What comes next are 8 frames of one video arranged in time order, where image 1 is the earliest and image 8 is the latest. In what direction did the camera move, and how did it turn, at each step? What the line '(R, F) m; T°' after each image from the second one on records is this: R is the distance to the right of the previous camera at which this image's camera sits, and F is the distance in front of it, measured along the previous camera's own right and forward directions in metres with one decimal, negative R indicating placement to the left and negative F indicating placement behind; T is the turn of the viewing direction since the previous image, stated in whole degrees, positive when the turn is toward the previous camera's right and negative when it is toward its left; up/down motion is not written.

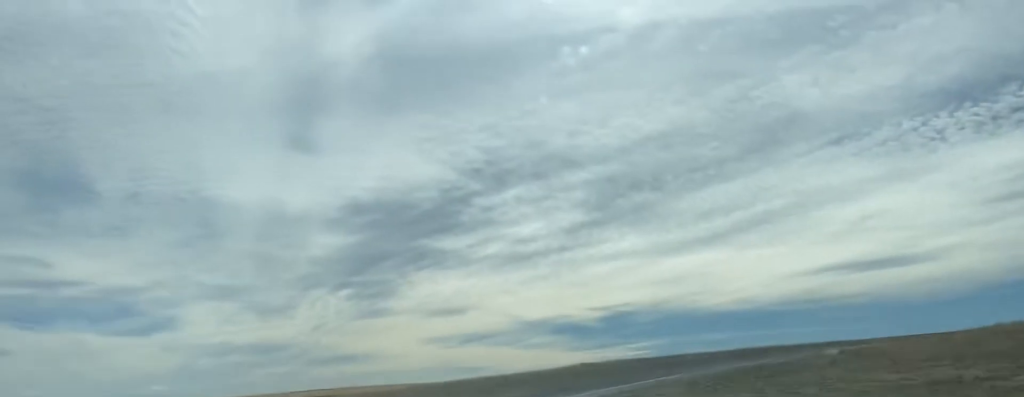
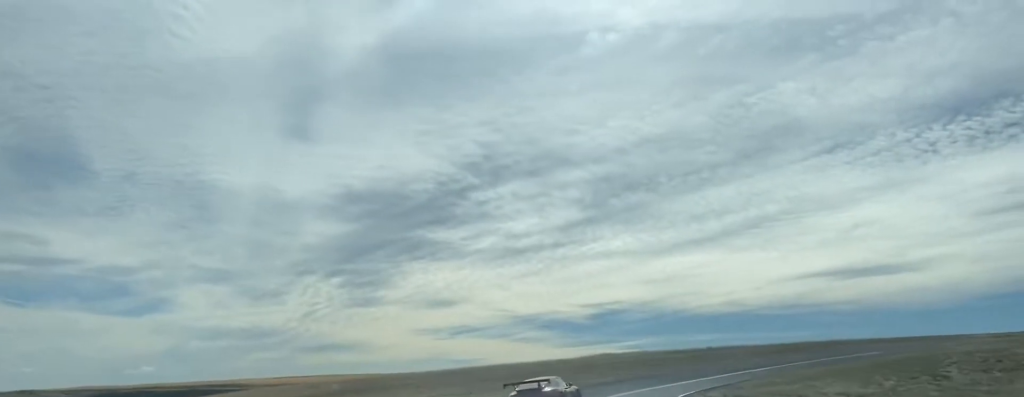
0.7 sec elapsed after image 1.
(0.0, +22.2) m; +3°
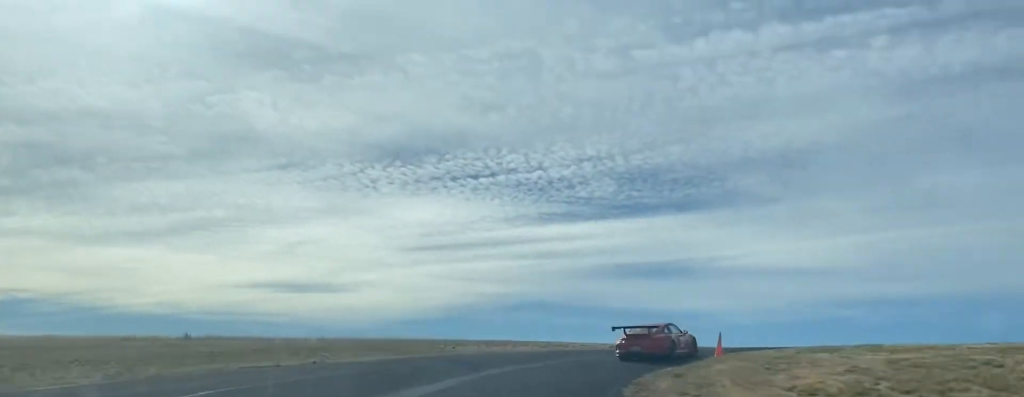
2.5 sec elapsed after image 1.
(+9.0, +45.4) m; +42°
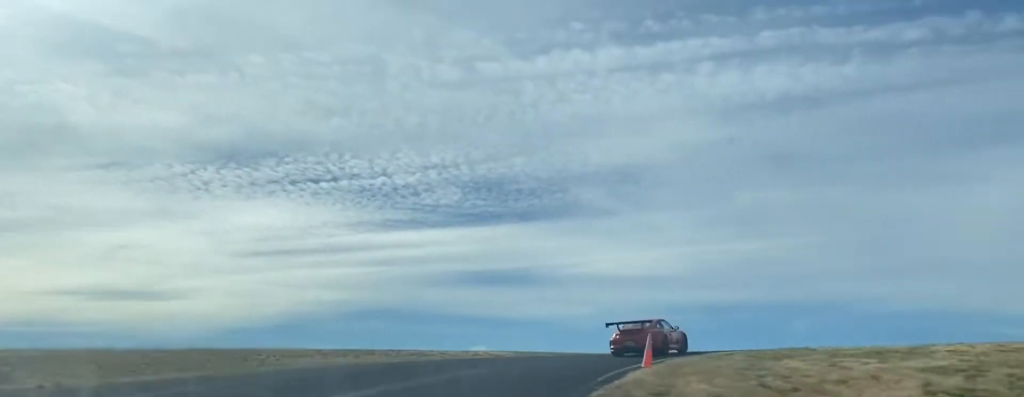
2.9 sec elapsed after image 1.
(+2.5, +8.9) m; +15°
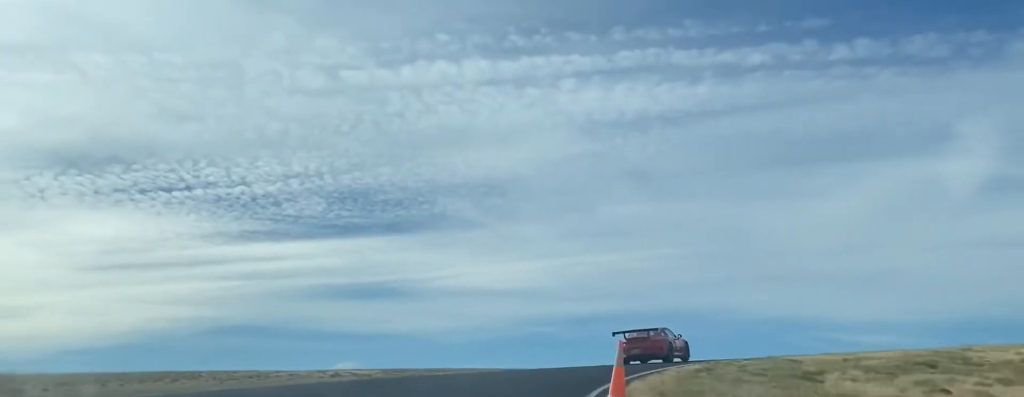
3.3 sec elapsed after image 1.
(+0.4, +9.8) m; +16°
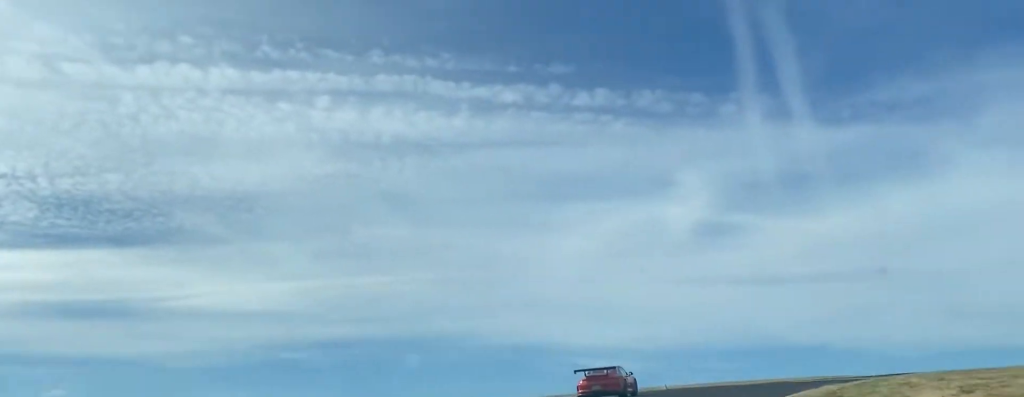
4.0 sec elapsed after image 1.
(+4.0, +16.7) m; +14°
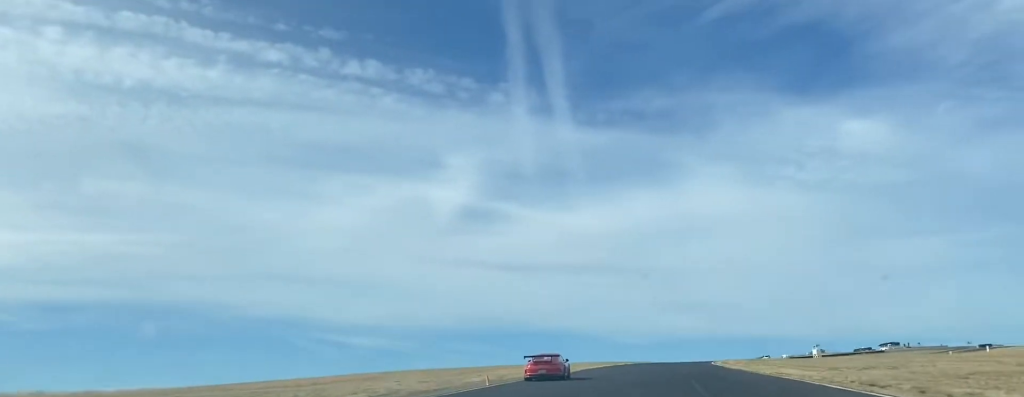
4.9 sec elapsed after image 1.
(+3.0, +22.5) m; +13°
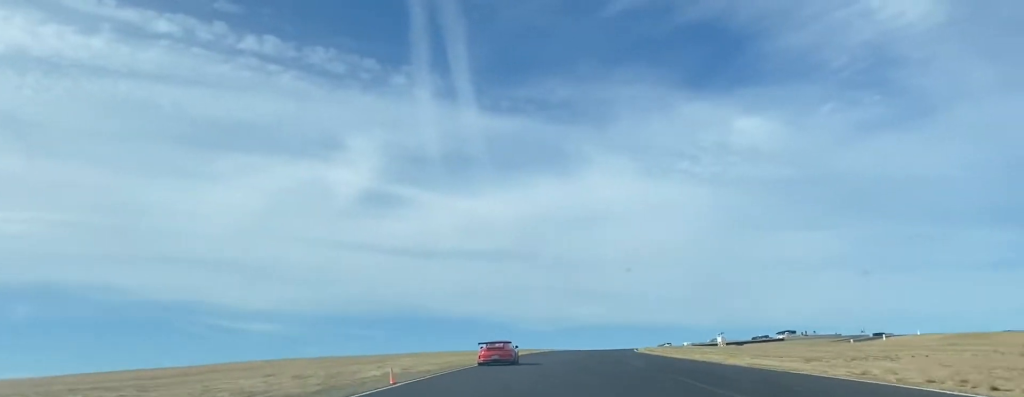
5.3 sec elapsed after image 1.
(-0.2, +11.1) m; +5°
